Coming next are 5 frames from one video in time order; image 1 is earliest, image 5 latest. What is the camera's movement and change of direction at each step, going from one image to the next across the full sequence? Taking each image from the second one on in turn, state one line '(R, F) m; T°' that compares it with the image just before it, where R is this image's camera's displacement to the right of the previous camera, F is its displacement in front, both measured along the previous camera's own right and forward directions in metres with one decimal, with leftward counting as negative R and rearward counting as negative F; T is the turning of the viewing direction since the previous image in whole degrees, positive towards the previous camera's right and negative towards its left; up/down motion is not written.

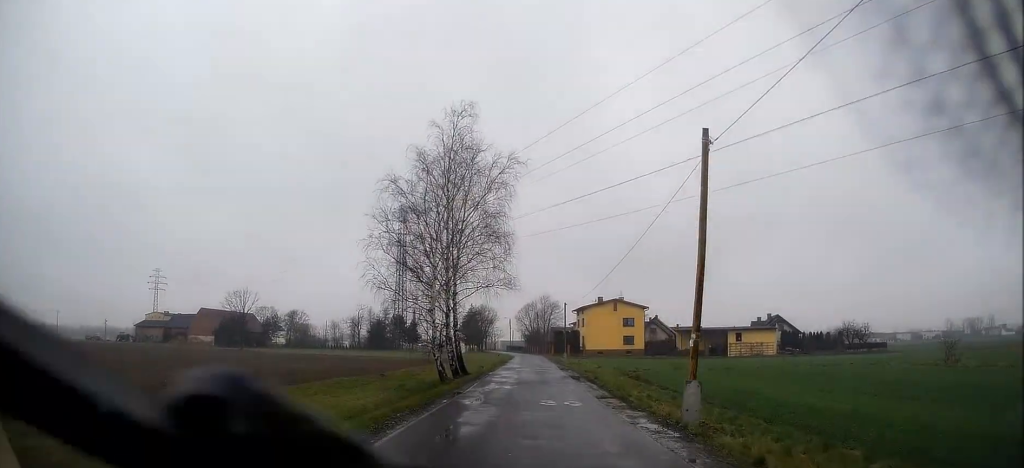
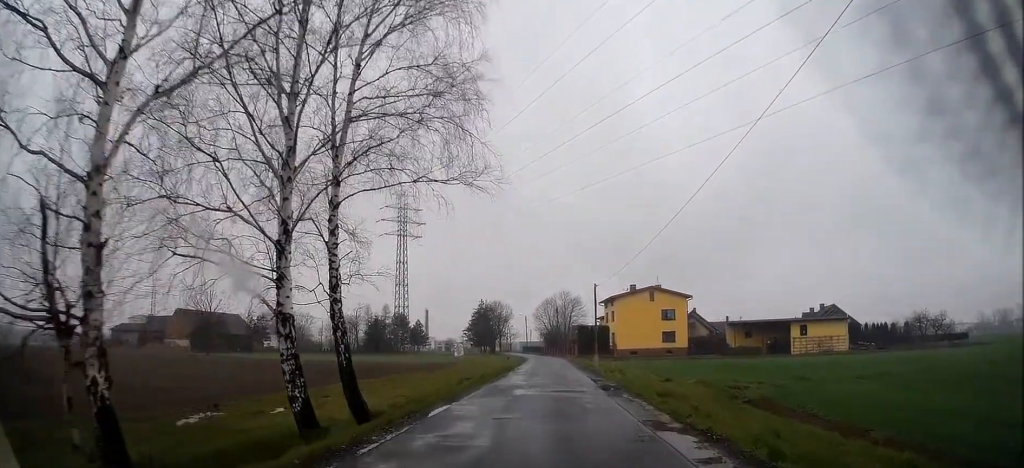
(-0.4, +19.4) m; -3°
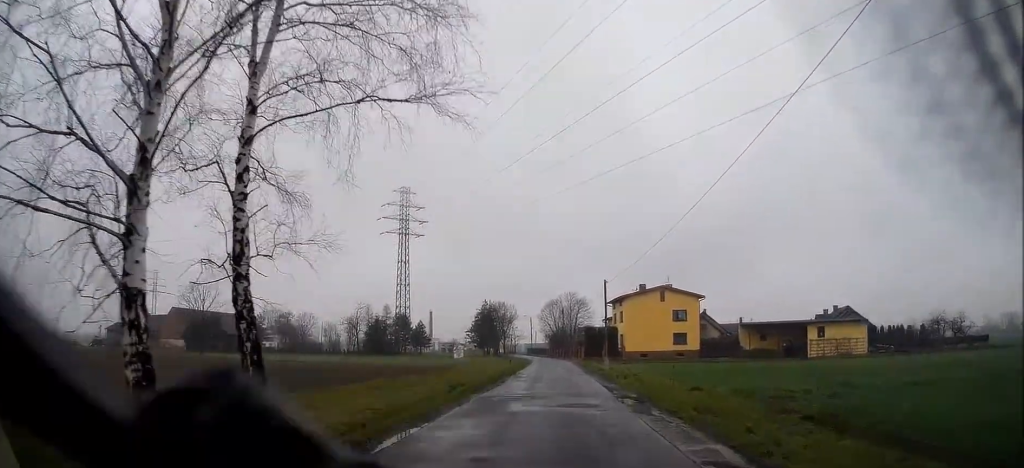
(0.0, +3.9) m; 0°
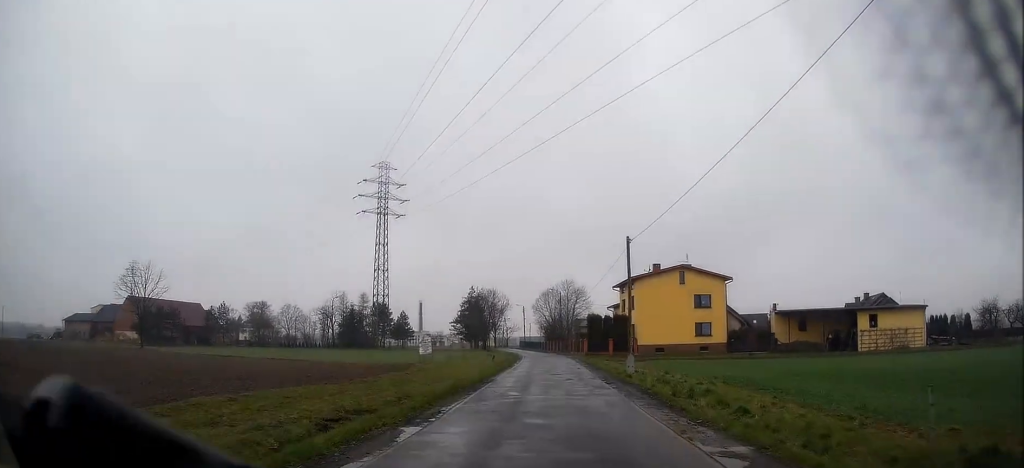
(-0.1, +14.7) m; 0°
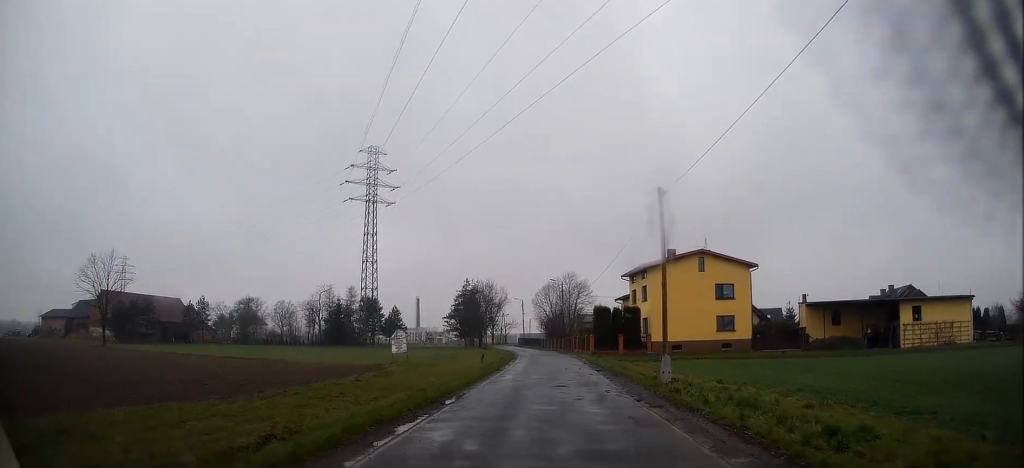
(0.0, +8.6) m; +2°
